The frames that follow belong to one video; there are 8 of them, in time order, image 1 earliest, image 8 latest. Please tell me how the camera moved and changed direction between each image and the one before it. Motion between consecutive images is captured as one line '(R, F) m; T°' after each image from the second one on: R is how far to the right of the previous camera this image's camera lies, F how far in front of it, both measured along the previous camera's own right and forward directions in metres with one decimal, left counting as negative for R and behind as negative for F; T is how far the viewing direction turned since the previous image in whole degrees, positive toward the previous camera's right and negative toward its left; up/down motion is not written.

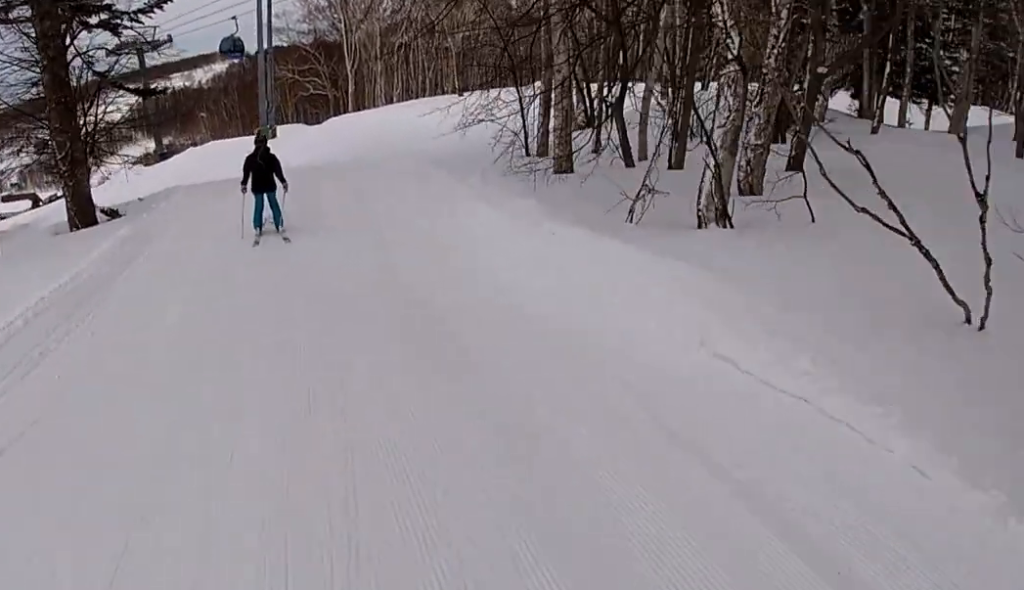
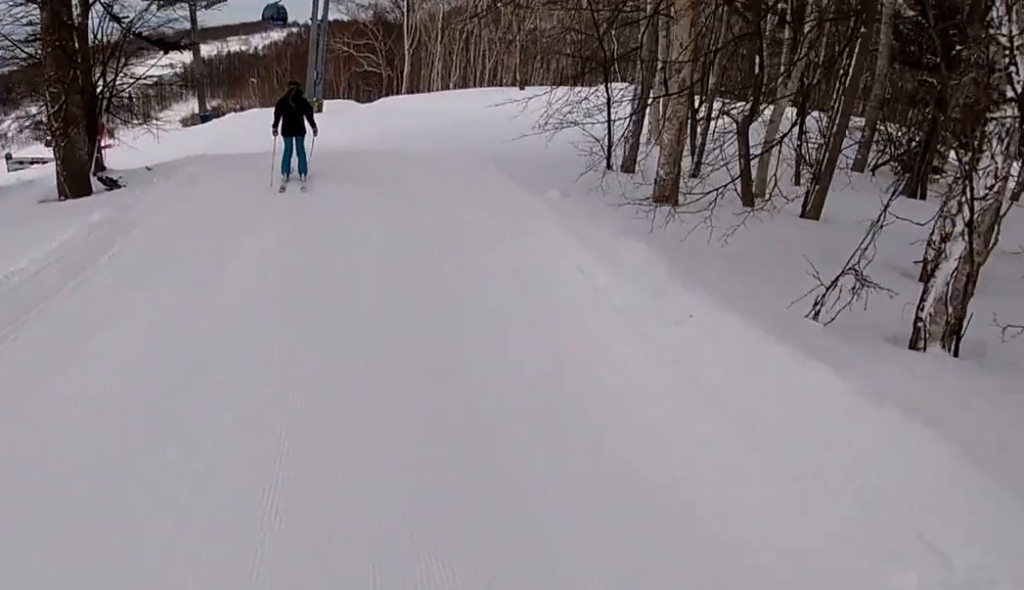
(-0.1, +2.9) m; -6°
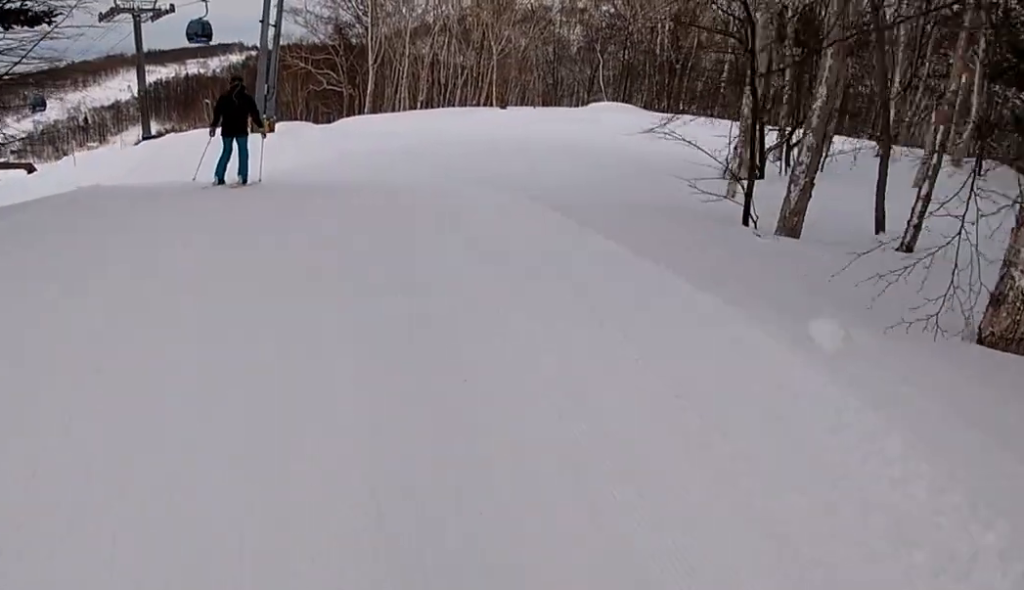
(-0.4, +5.9) m; 0°
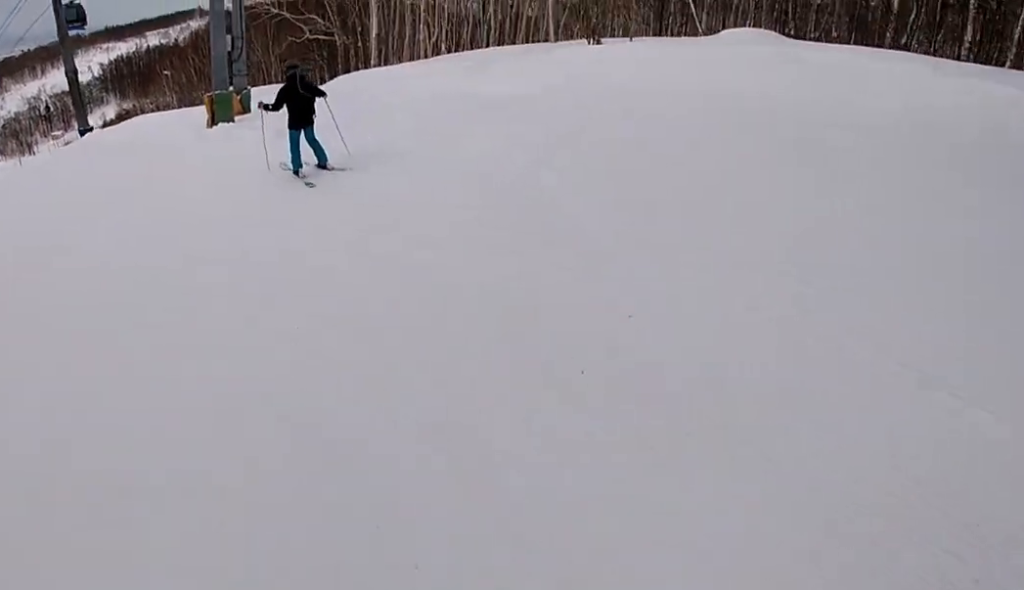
(+3.4, +14.2) m; +7°
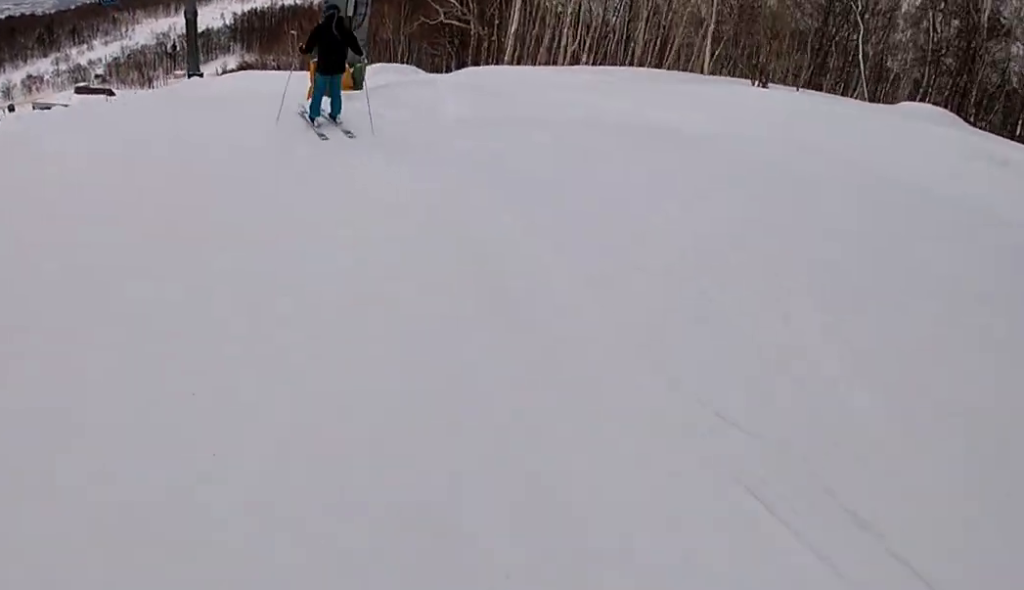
(-0.5, +2.9) m; -9°
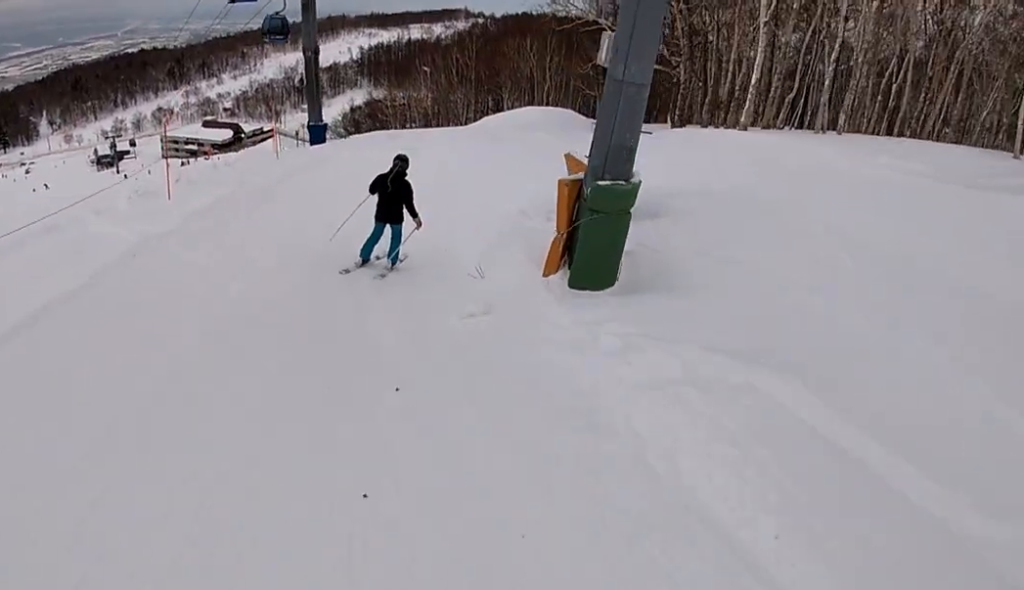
(-2.2, +10.8) m; -14°
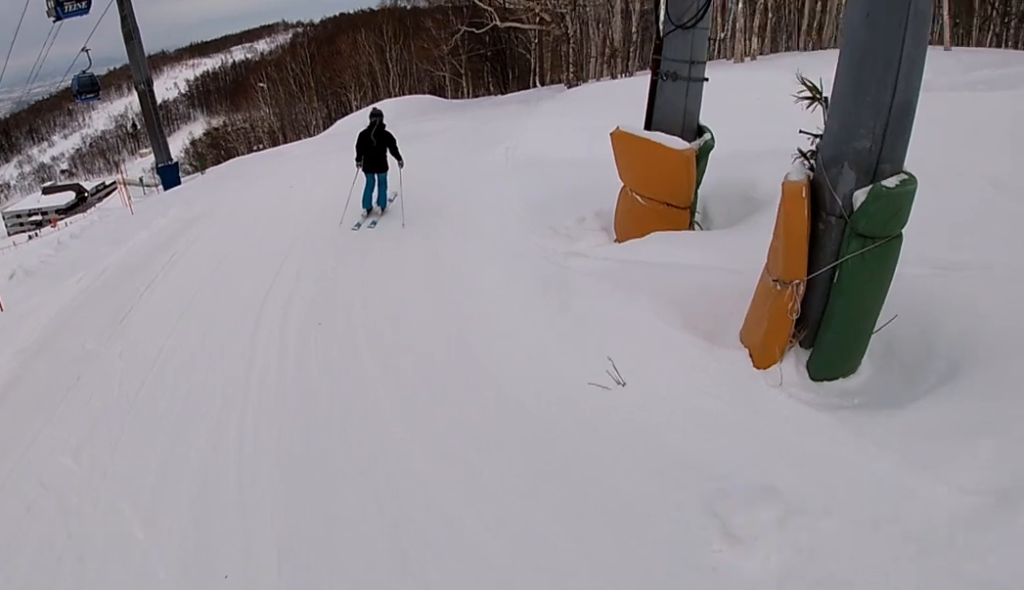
(0.0, +5.0) m; +12°
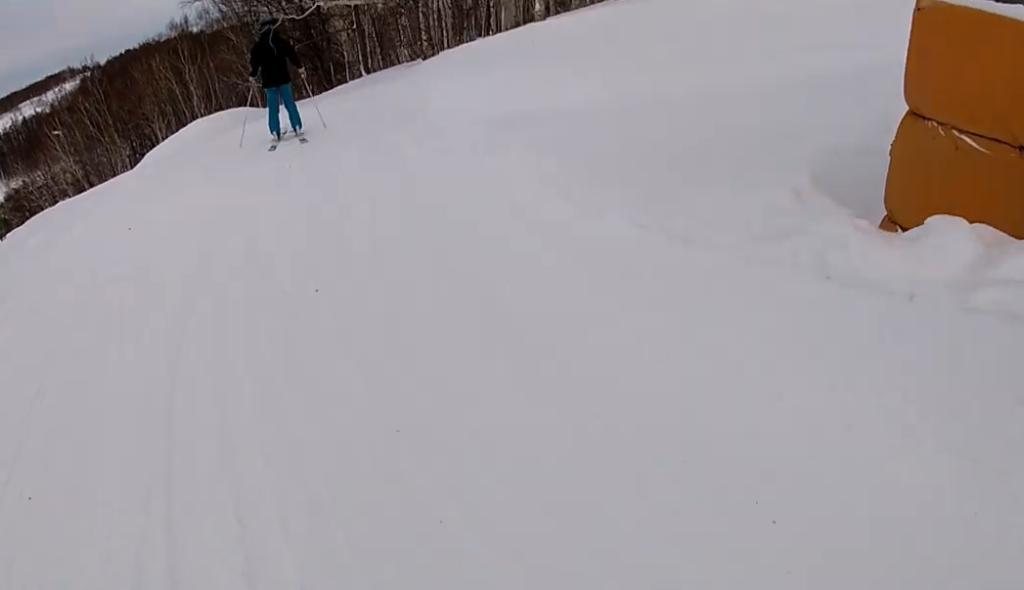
(+0.6, +4.5) m; +16°
